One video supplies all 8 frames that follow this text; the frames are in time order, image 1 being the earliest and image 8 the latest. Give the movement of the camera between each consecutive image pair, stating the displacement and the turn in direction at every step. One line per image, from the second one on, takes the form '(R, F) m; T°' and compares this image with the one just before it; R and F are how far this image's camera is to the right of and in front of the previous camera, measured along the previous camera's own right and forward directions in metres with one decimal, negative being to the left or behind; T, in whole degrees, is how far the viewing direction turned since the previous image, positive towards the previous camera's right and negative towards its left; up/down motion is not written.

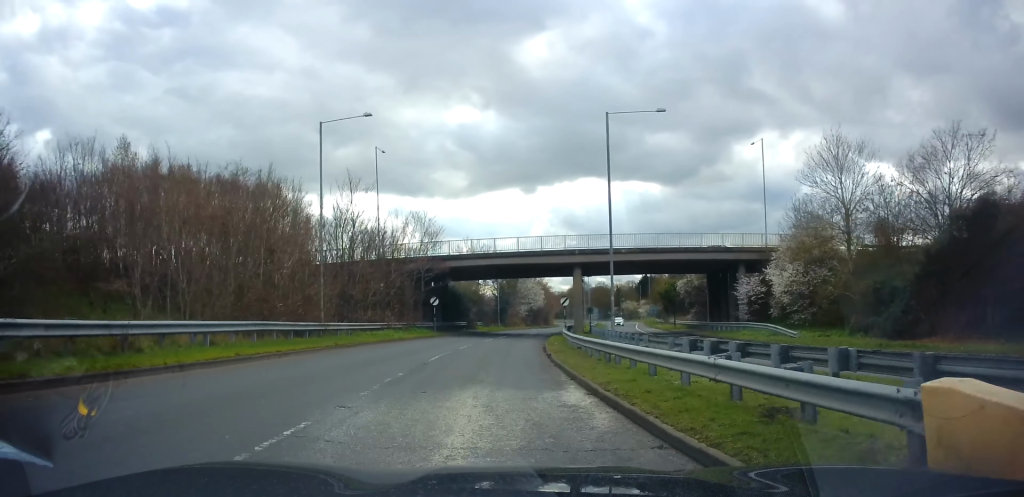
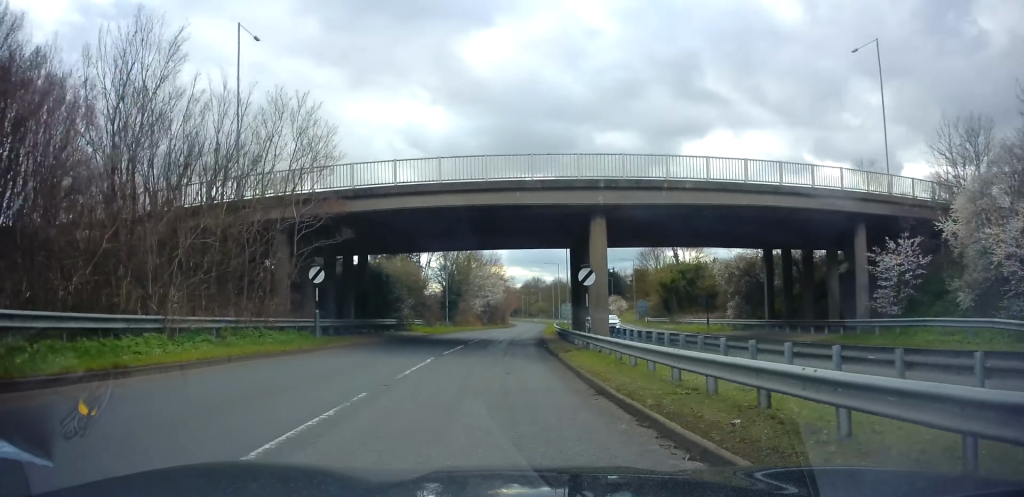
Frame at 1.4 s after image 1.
(+0.8, +21.9) m; +5°
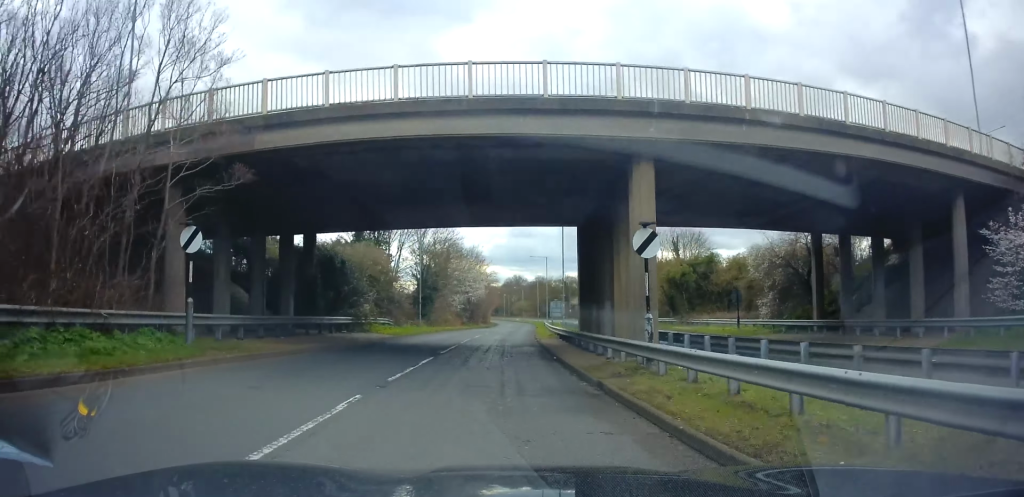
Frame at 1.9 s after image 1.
(+0.4, +8.7) m; +3°
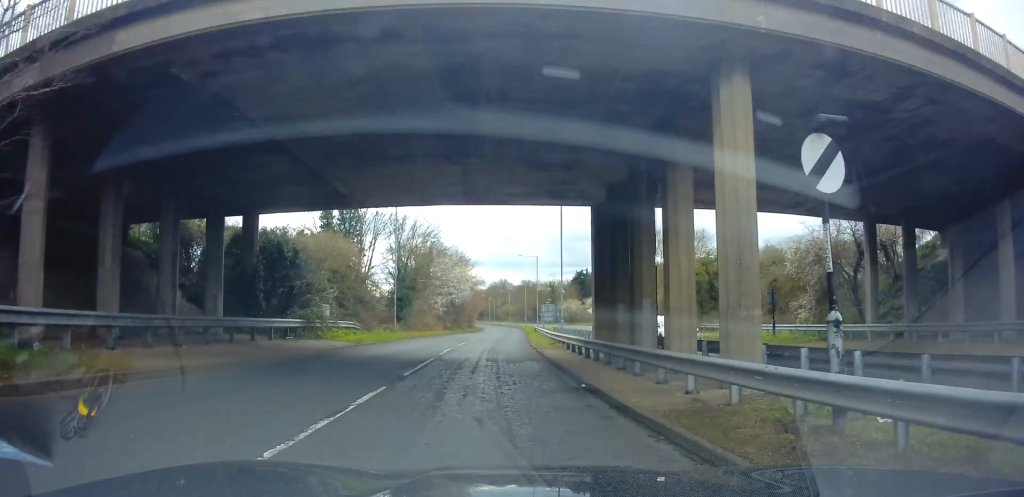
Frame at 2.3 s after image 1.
(0.0, +6.5) m; +2°
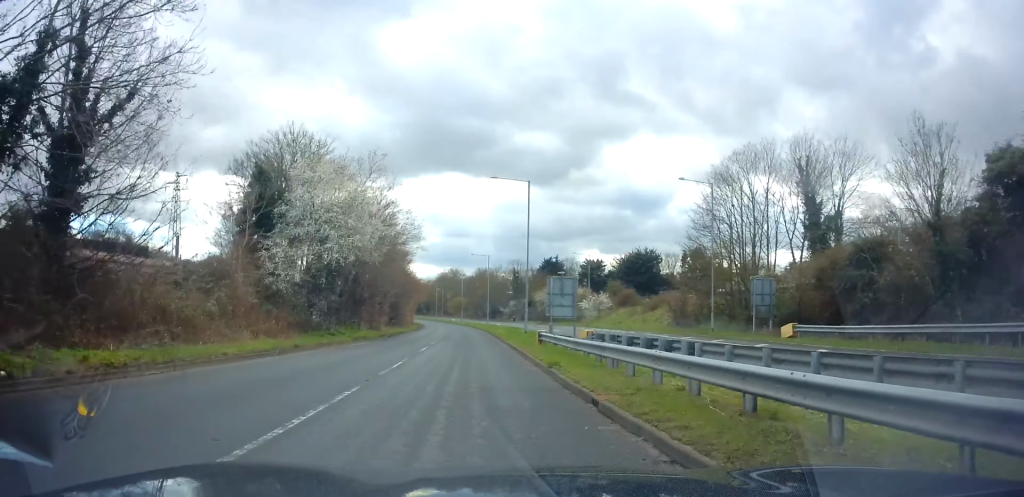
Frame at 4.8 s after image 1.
(+2.6, +40.8) m; +4°
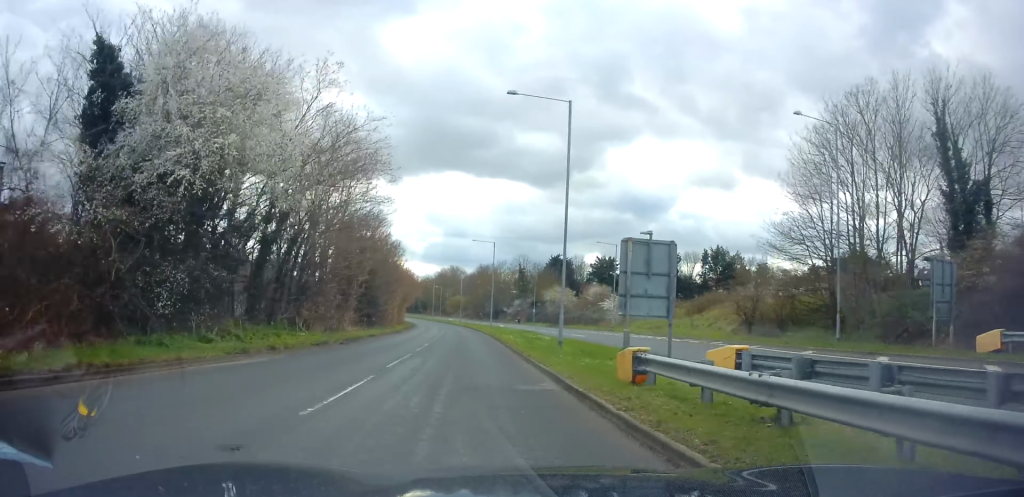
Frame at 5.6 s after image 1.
(-0.1, +14.3) m; 0°
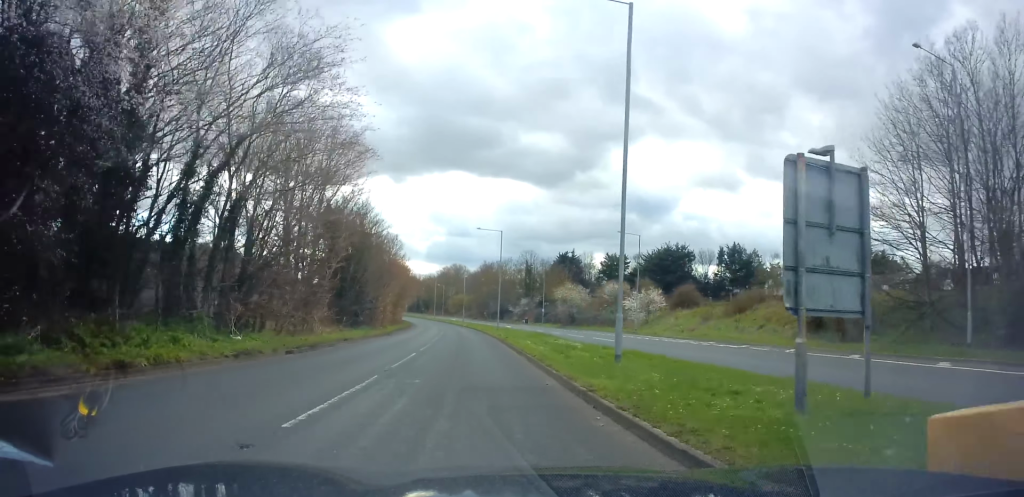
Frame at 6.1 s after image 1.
(+0.1, +8.1) m; 0°
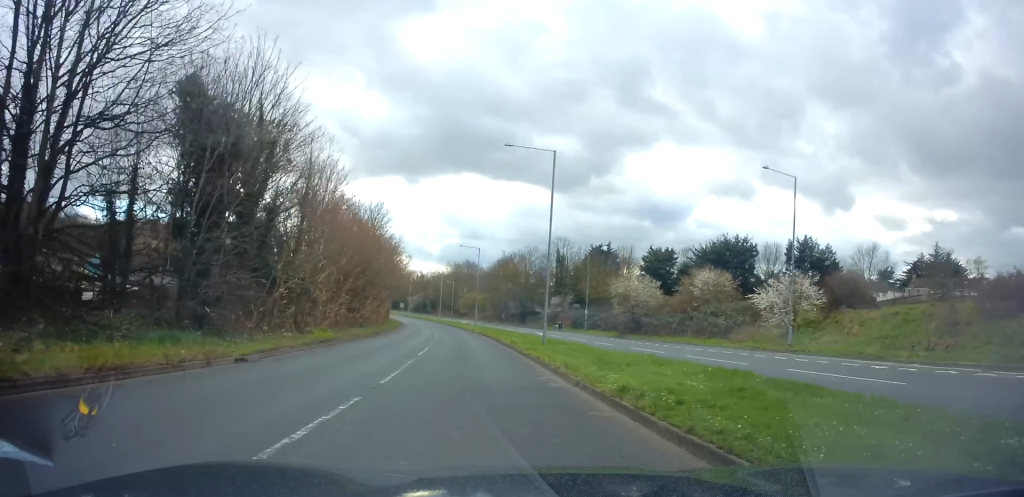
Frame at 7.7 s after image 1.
(-0.3, +28.3) m; -1°
